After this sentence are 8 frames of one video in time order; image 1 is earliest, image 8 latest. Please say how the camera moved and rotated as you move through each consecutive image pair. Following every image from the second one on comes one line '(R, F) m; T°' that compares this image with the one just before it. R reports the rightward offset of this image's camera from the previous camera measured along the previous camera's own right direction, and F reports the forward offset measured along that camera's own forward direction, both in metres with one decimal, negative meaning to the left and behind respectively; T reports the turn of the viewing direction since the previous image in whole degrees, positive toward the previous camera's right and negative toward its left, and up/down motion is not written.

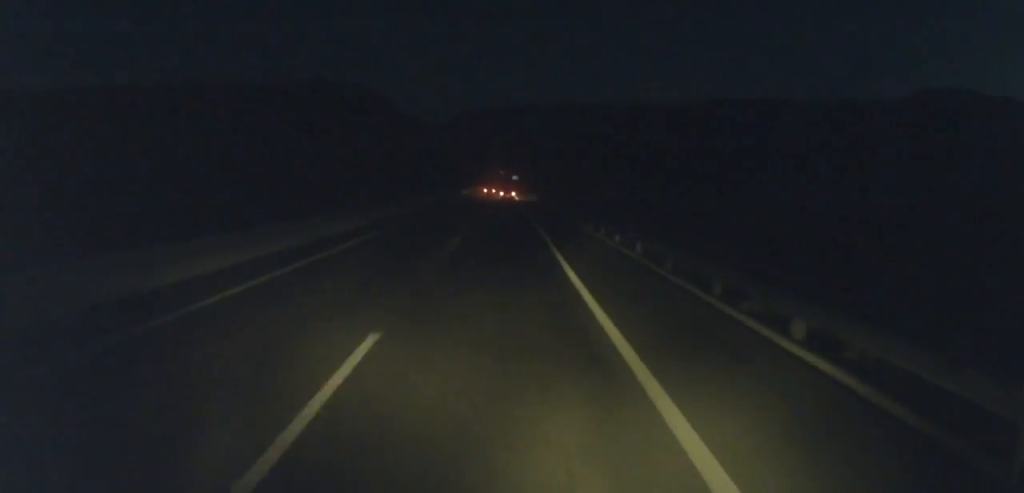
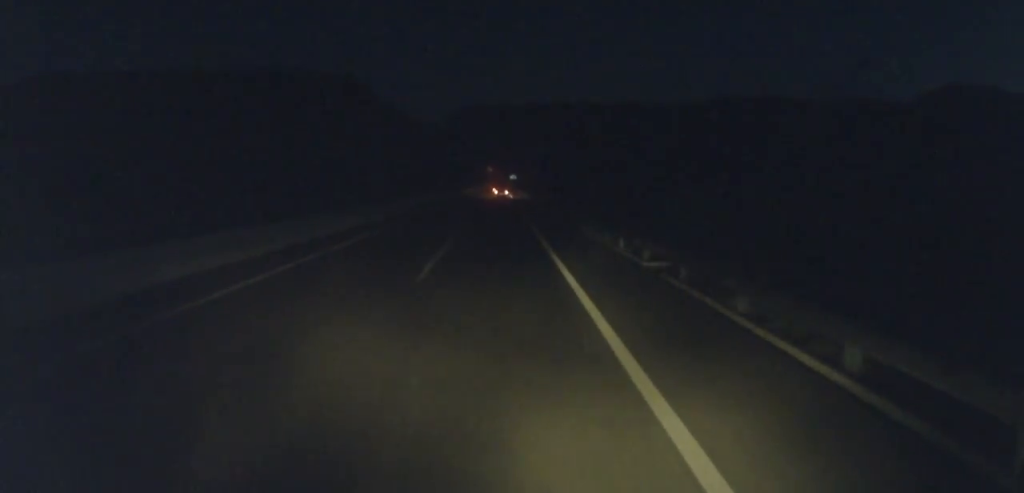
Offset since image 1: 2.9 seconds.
(+0.1, +74.6) m; +1°
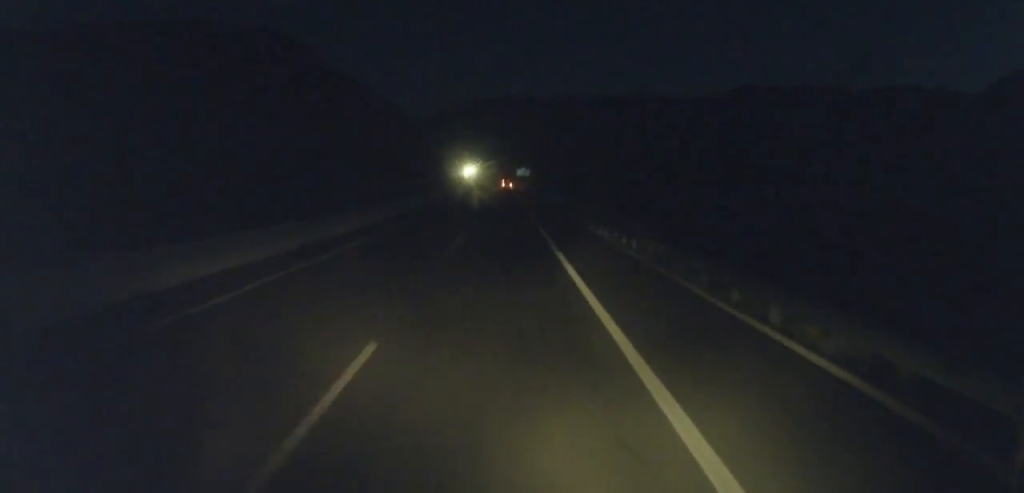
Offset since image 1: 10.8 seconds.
(+5.8, +202.9) m; +2°
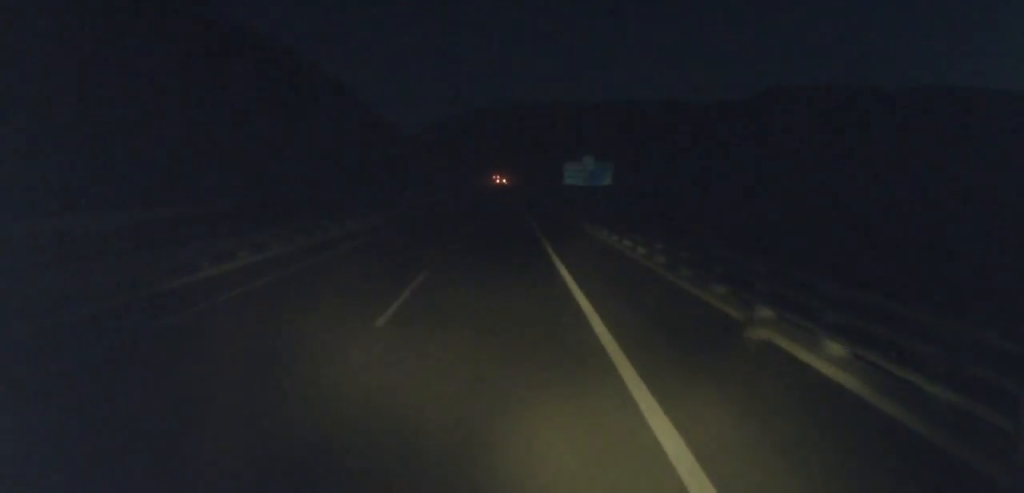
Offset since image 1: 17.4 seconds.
(-2.8, +168.5) m; -2°
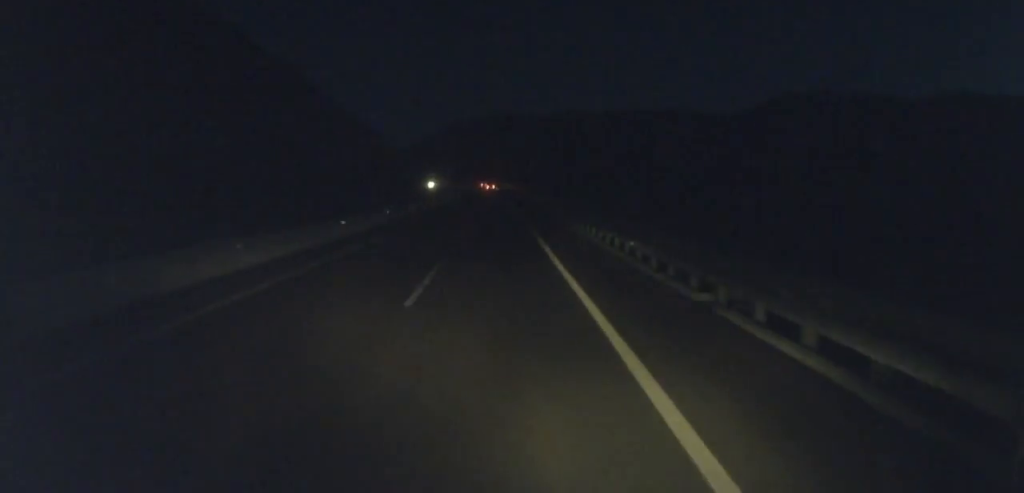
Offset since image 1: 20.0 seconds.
(-0.2, +69.4) m; 0°
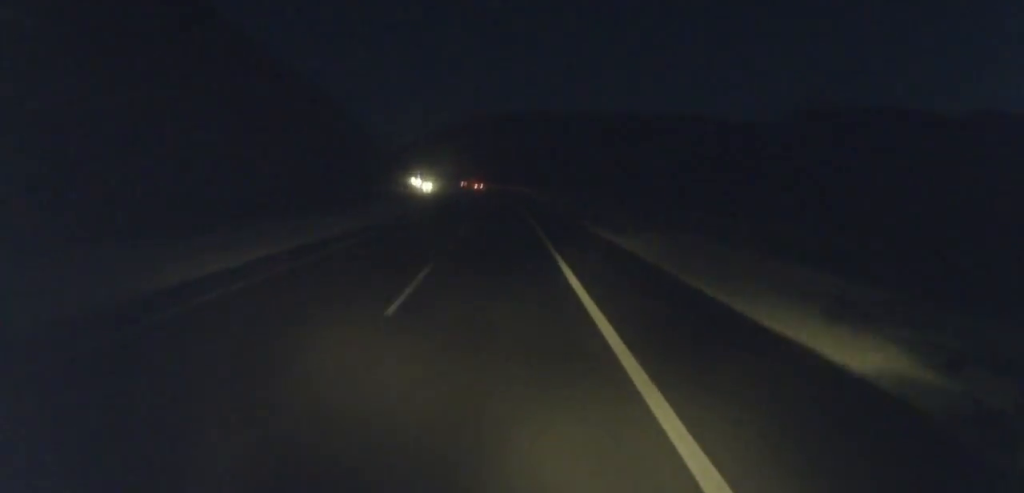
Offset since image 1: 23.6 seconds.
(-0.1, +94.3) m; -1°
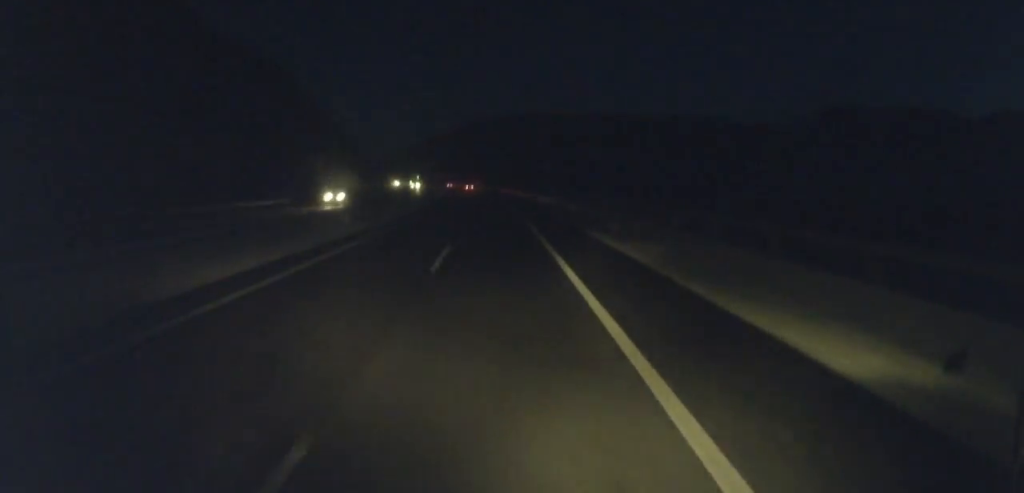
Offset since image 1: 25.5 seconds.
(+0.5, +49.0) m; -1°
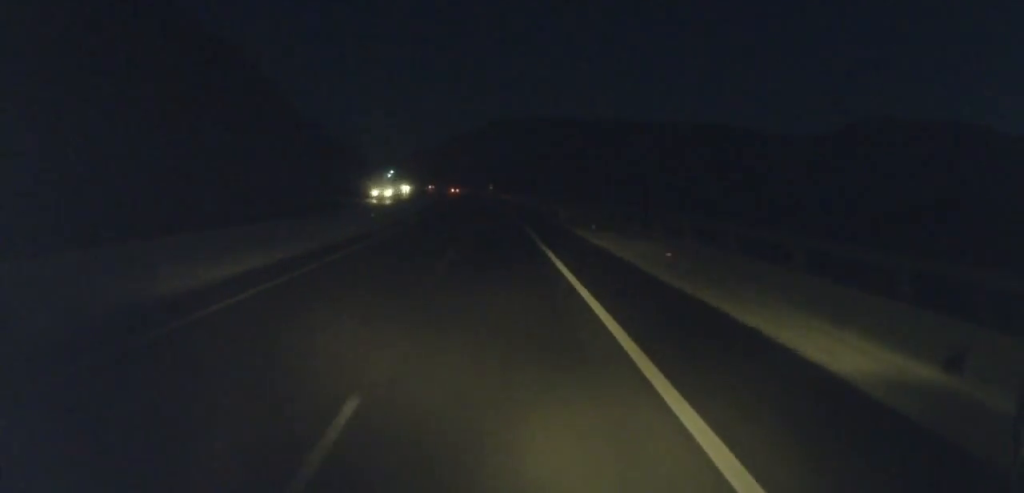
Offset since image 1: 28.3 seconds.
(-1.7, +71.8) m; -3°
